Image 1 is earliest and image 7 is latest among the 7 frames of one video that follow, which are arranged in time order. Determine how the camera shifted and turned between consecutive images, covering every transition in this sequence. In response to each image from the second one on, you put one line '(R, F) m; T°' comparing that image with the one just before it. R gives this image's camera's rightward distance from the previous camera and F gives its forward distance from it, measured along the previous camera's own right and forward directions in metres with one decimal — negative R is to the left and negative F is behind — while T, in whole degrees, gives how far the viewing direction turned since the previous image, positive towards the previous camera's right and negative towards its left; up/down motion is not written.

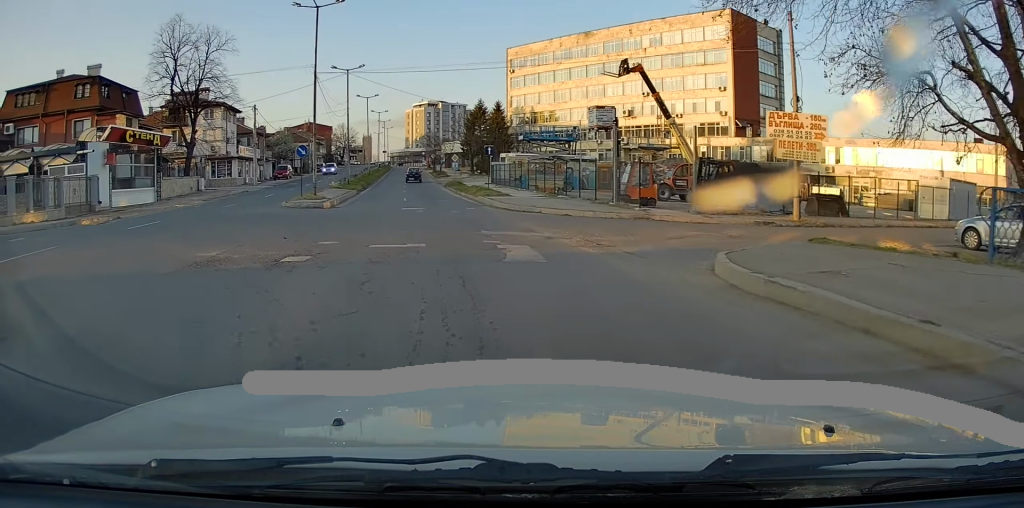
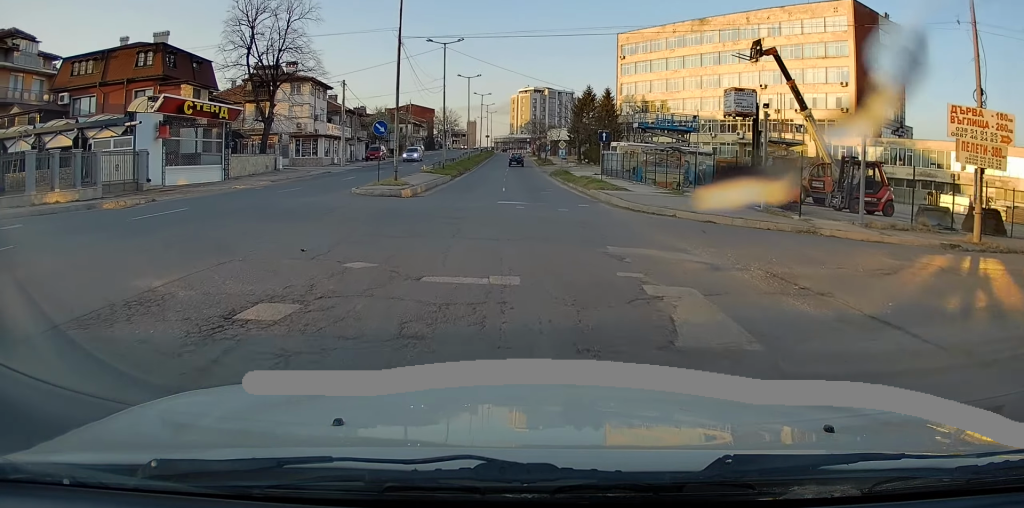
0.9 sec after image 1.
(-0.6, +5.6) m; -9°
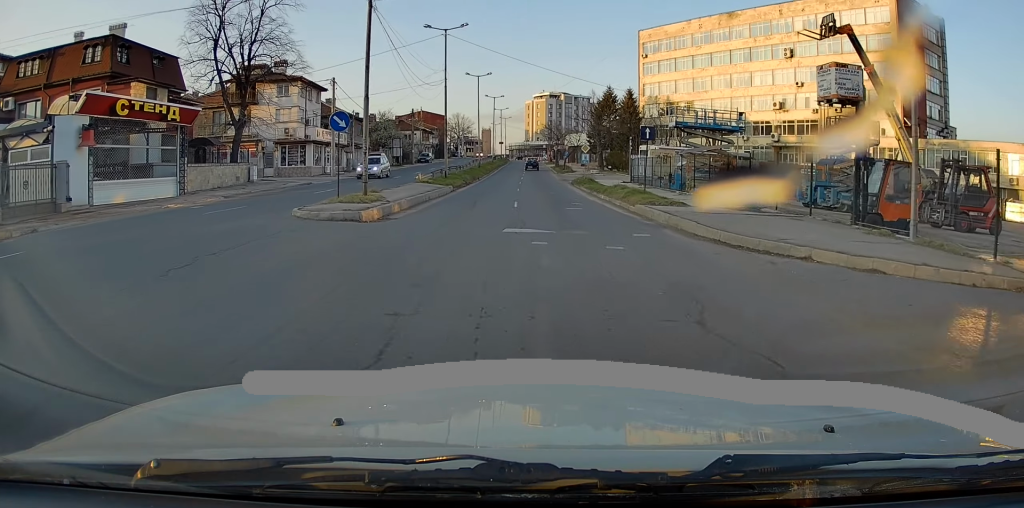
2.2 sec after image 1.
(-0.5, +8.6) m; -3°
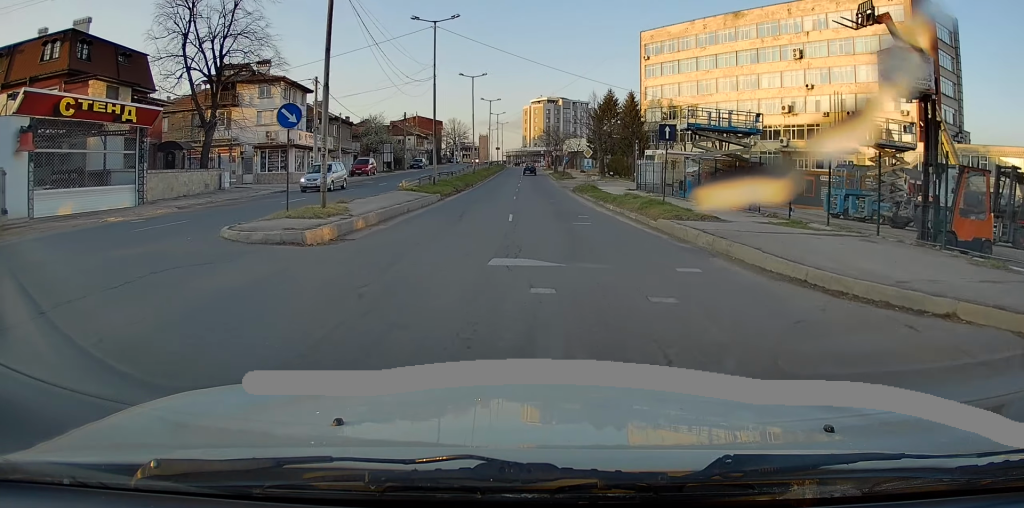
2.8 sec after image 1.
(0.0, +4.1) m; +1°
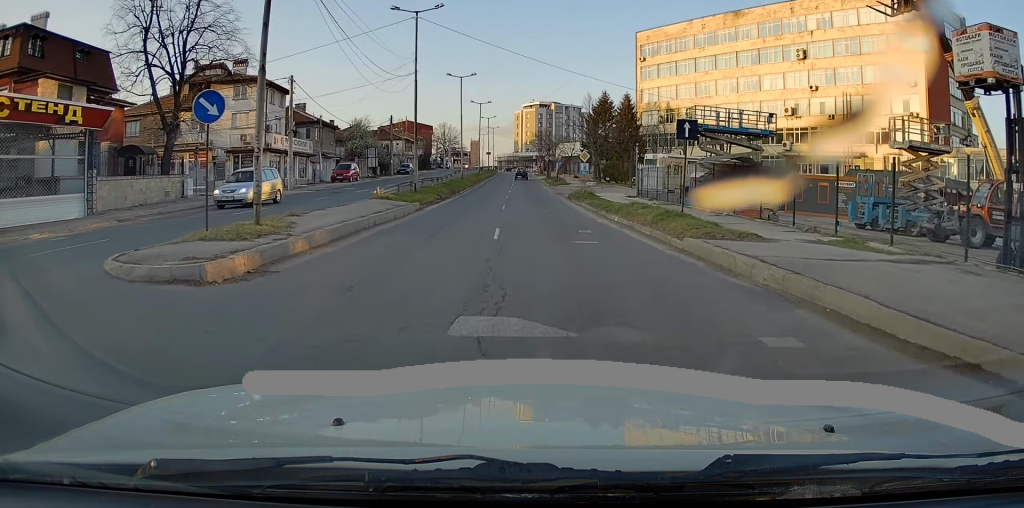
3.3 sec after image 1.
(+0.1, +3.7) m; 0°
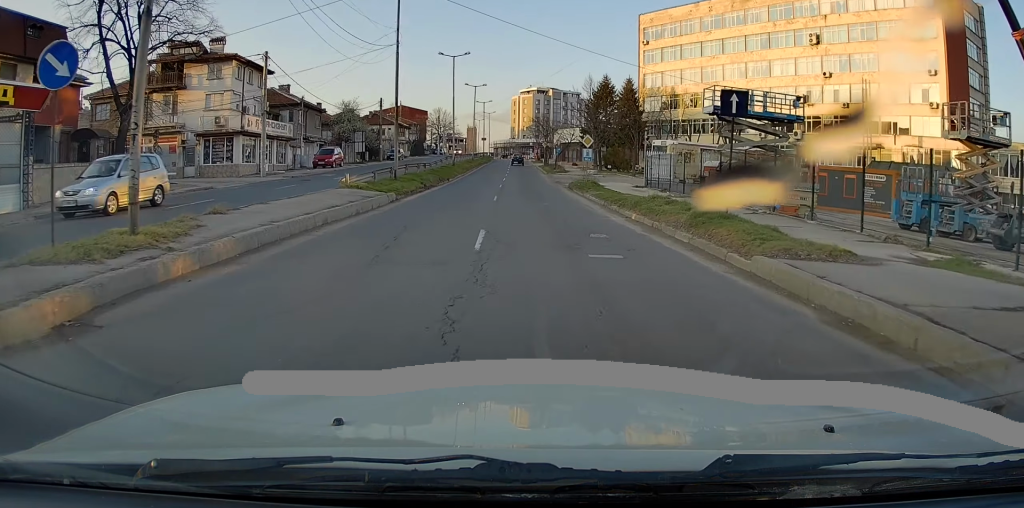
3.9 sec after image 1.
(+0.1, +4.0) m; 0°
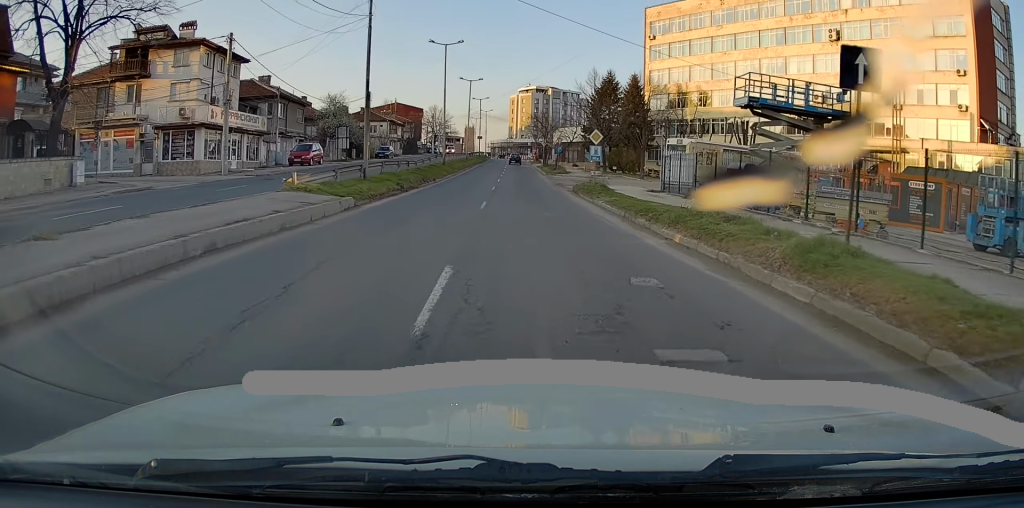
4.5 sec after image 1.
(-0.1, +5.2) m; 0°
